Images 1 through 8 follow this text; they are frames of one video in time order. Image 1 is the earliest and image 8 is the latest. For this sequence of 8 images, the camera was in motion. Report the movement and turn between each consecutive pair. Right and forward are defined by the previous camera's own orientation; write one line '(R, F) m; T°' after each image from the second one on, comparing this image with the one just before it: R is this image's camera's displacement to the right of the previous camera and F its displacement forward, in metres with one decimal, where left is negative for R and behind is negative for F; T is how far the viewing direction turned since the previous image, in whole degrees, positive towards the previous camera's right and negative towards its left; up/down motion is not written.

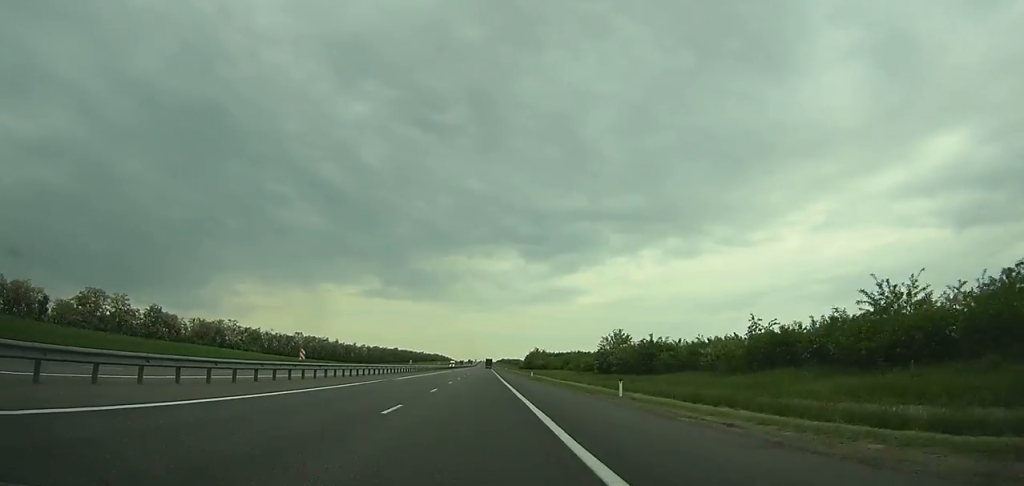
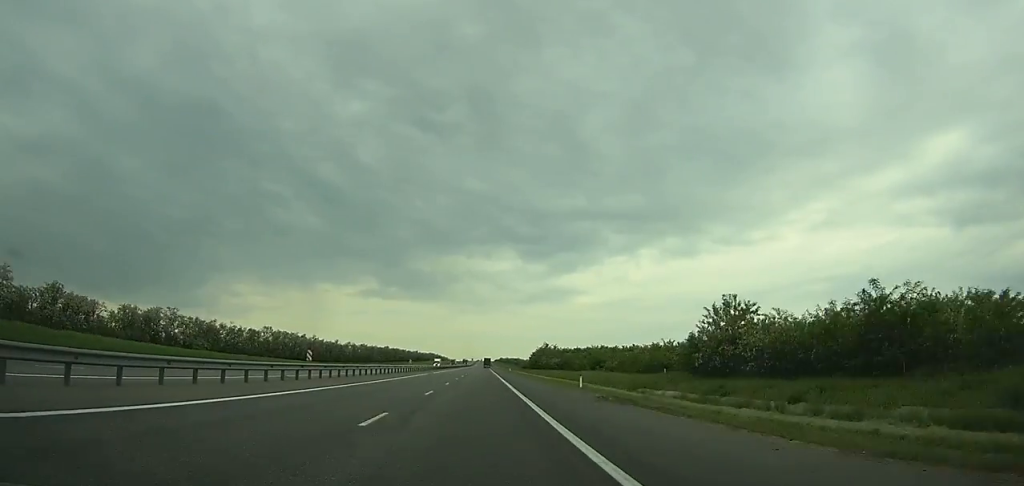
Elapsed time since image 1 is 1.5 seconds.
(0.0, +39.1) m; 0°
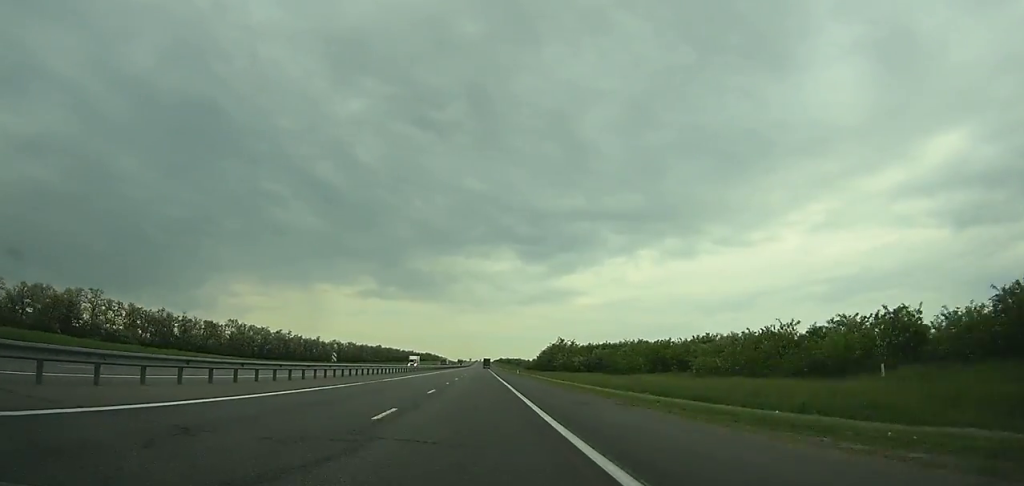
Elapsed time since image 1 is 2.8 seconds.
(0.0, +33.9) m; 0°
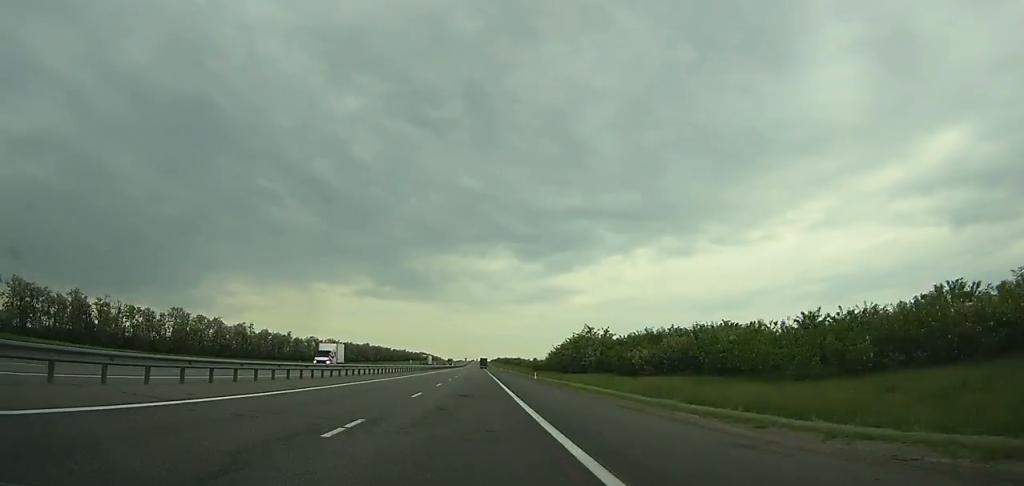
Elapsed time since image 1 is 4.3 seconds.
(0.0, +39.2) m; 0°
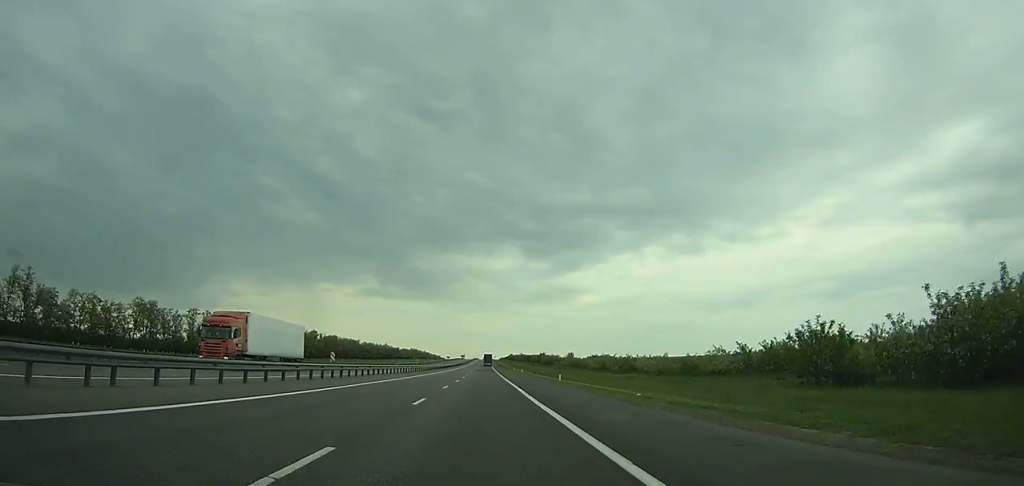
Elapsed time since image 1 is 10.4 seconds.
(+0.2, +160.6) m; 0°
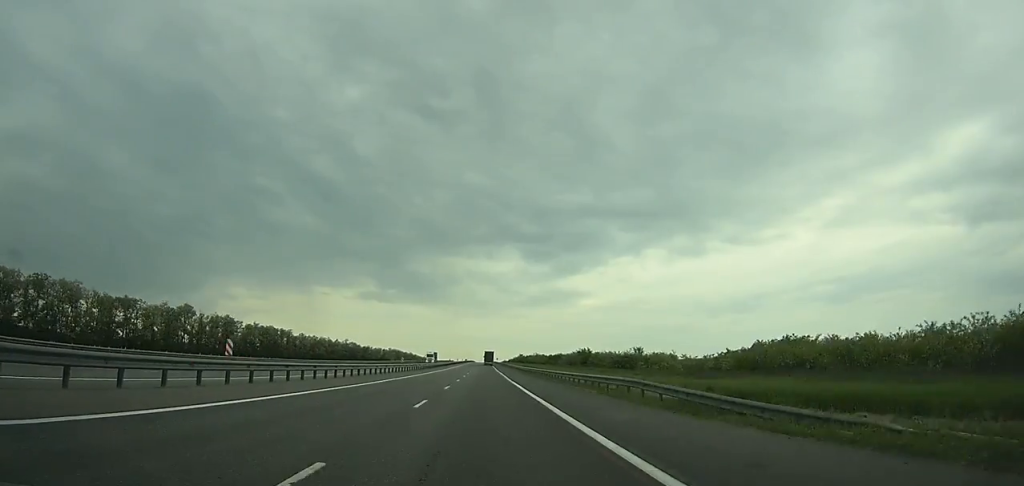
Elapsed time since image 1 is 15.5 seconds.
(0.0, +134.4) m; 0°
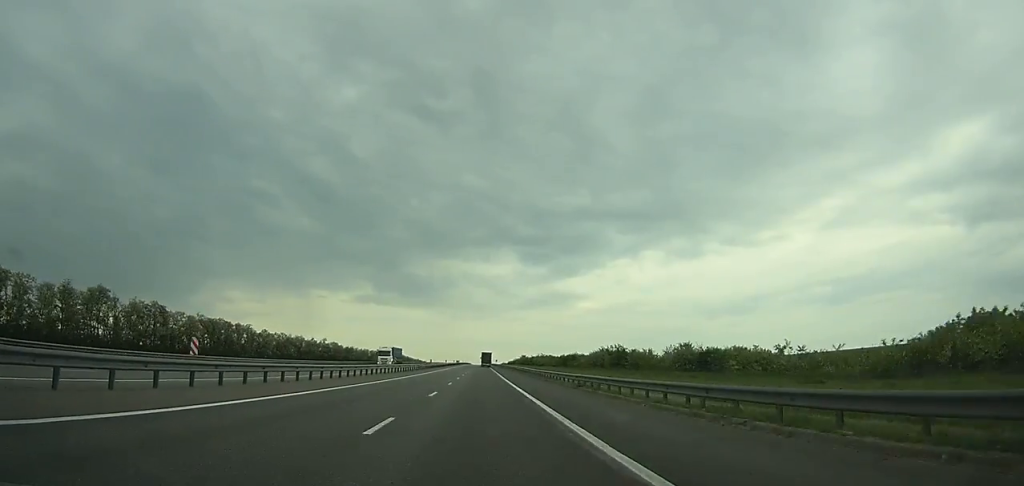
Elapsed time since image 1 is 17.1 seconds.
(0.0, +42.2) m; 0°
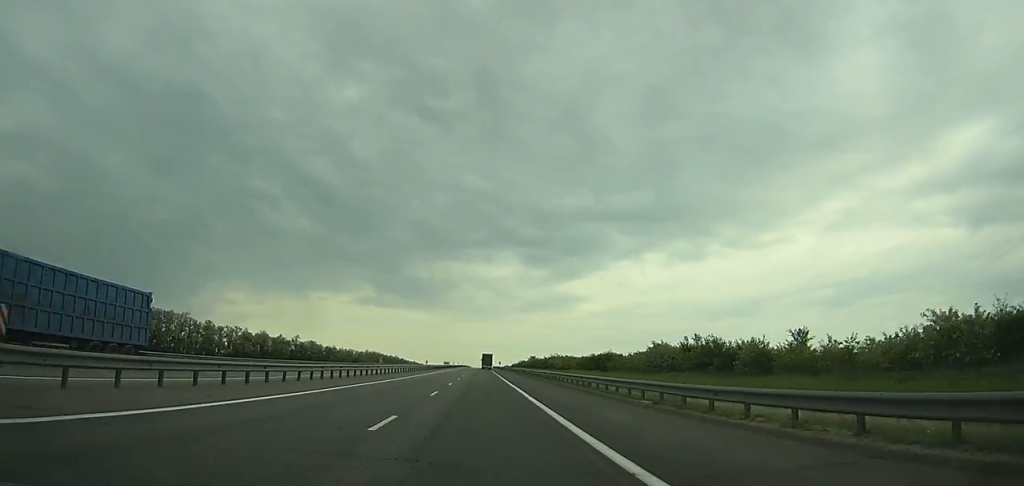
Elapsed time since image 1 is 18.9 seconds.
(0.0, +47.5) m; 0°
